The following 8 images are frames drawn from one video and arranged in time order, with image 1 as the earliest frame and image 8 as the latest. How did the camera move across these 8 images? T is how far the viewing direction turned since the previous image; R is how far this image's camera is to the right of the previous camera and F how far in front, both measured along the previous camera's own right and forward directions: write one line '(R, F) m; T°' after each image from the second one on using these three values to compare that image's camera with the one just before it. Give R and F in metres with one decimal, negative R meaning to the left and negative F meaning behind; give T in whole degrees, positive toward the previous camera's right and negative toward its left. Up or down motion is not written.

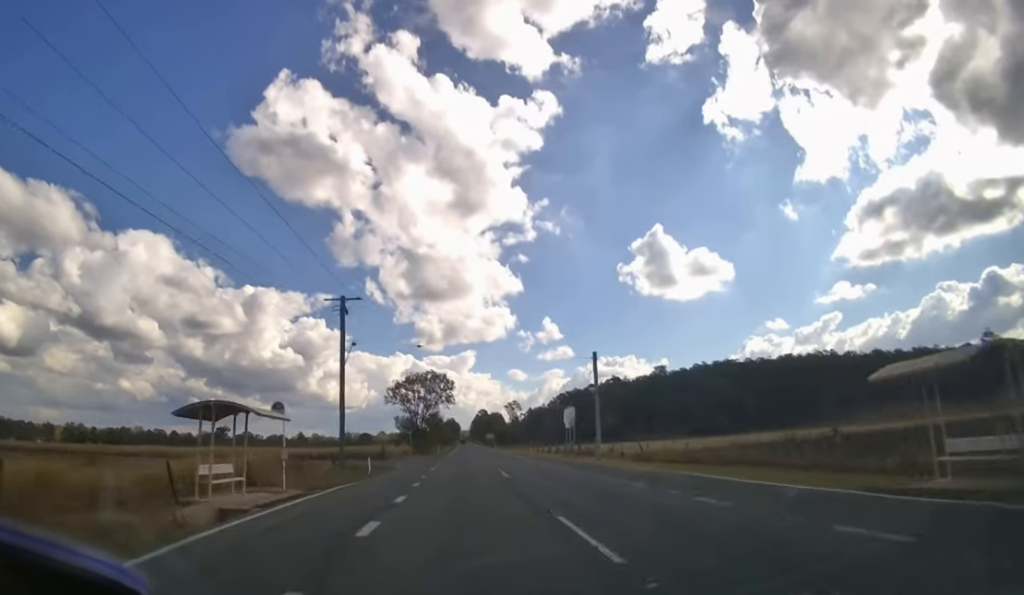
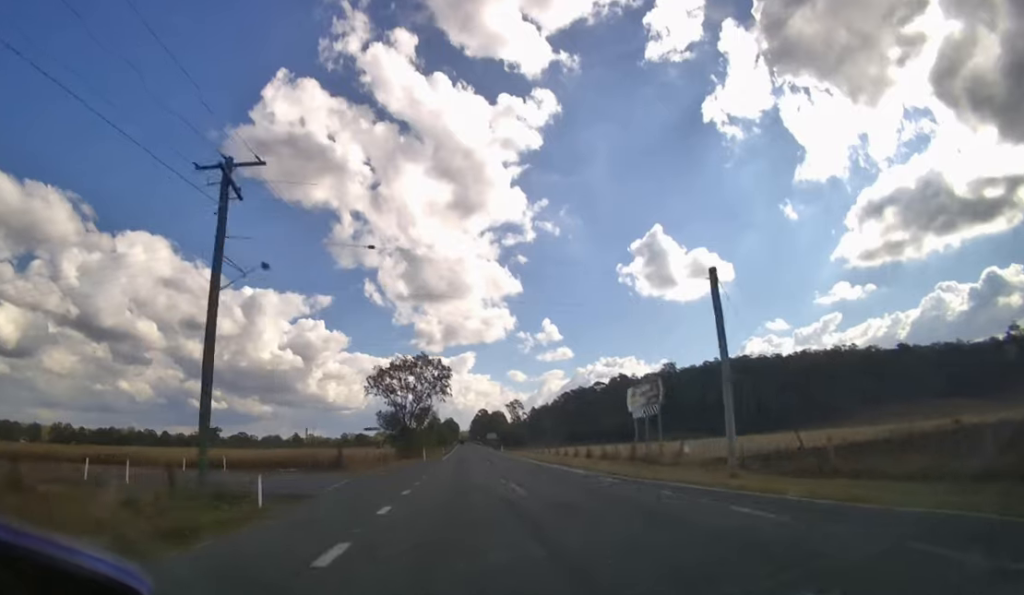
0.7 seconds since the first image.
(0.0, +21.5) m; 0°
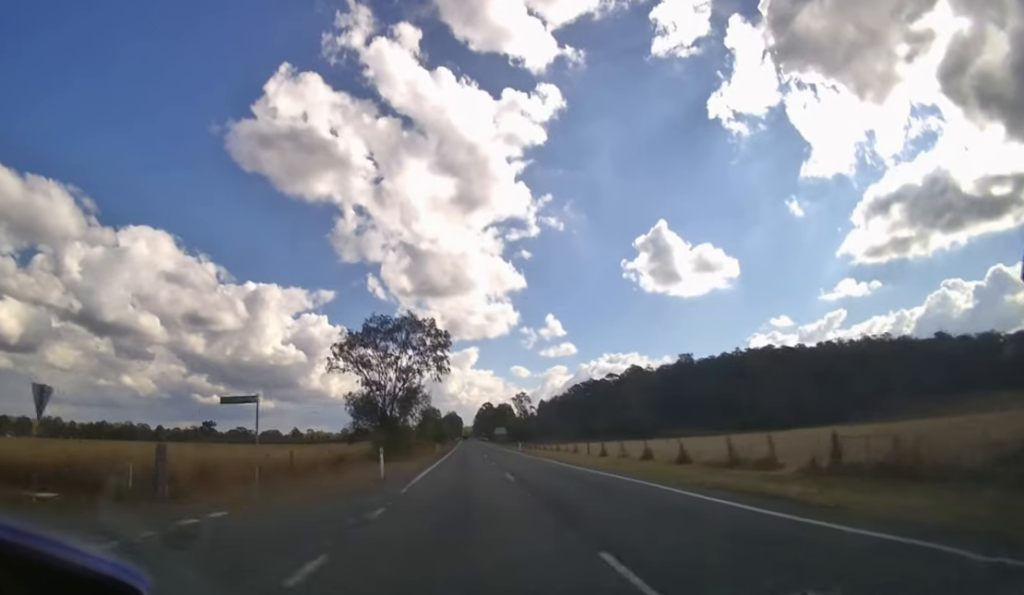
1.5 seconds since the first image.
(0.0, +23.9) m; 0°
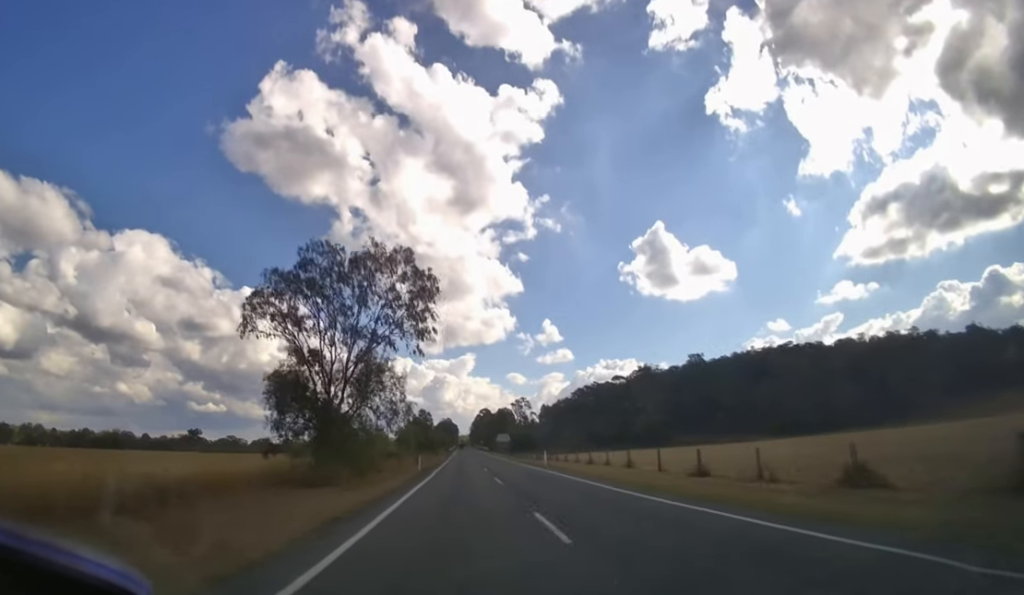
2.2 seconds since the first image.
(0.0, +21.8) m; 0°
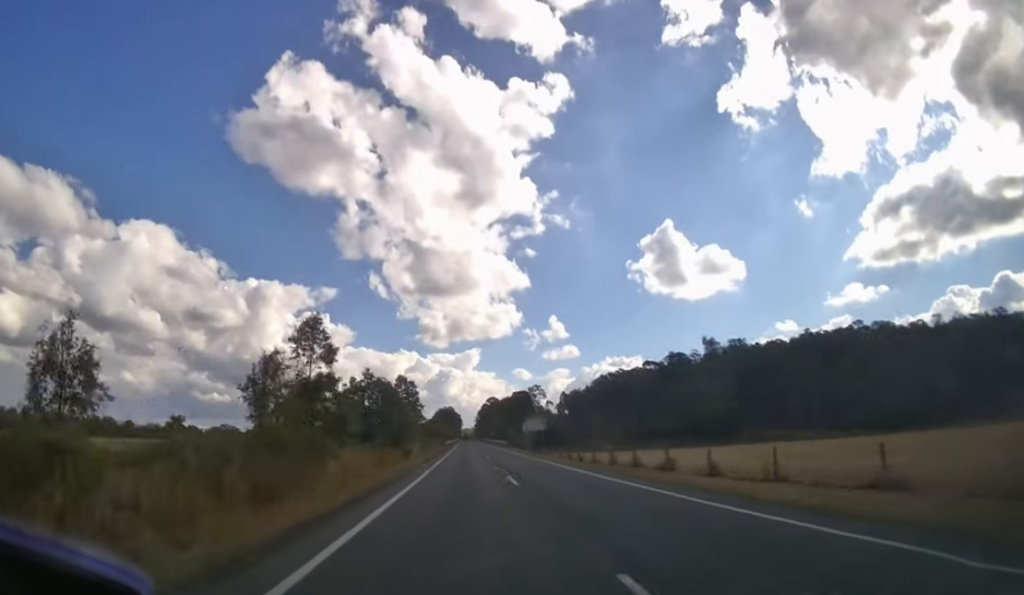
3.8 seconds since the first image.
(0.0, +41.8) m; 0°
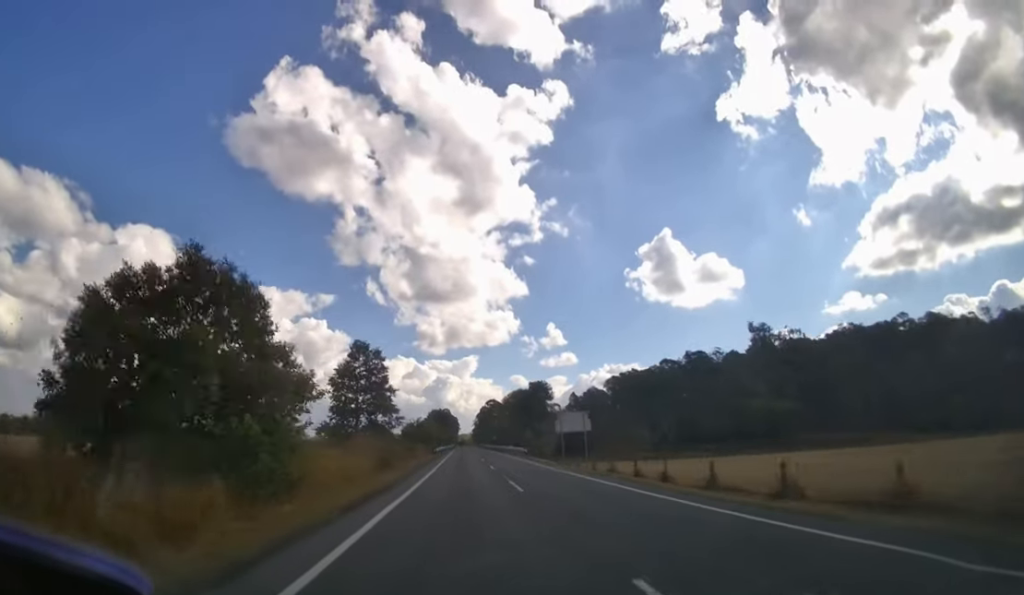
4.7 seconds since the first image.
(-0.1, +22.3) m; 0°
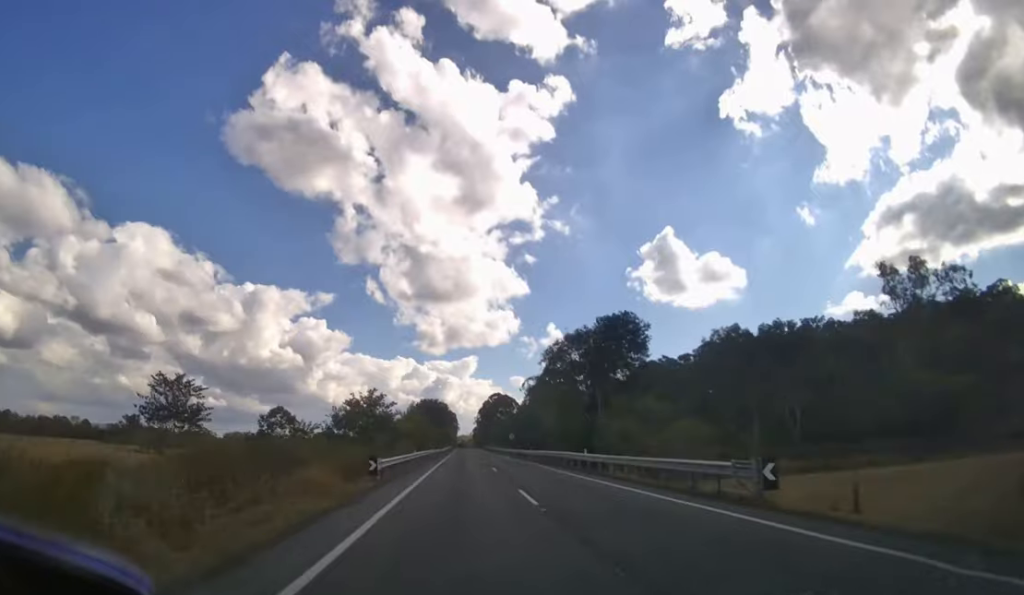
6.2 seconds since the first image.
(0.0, +34.3) m; 0°
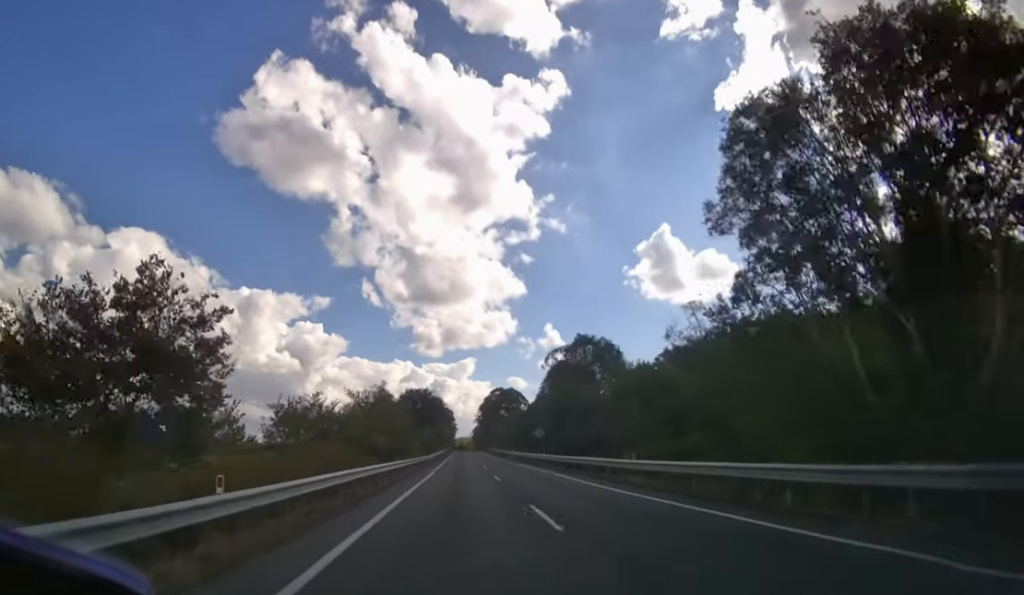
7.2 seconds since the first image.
(0.0, +23.2) m; 0°
